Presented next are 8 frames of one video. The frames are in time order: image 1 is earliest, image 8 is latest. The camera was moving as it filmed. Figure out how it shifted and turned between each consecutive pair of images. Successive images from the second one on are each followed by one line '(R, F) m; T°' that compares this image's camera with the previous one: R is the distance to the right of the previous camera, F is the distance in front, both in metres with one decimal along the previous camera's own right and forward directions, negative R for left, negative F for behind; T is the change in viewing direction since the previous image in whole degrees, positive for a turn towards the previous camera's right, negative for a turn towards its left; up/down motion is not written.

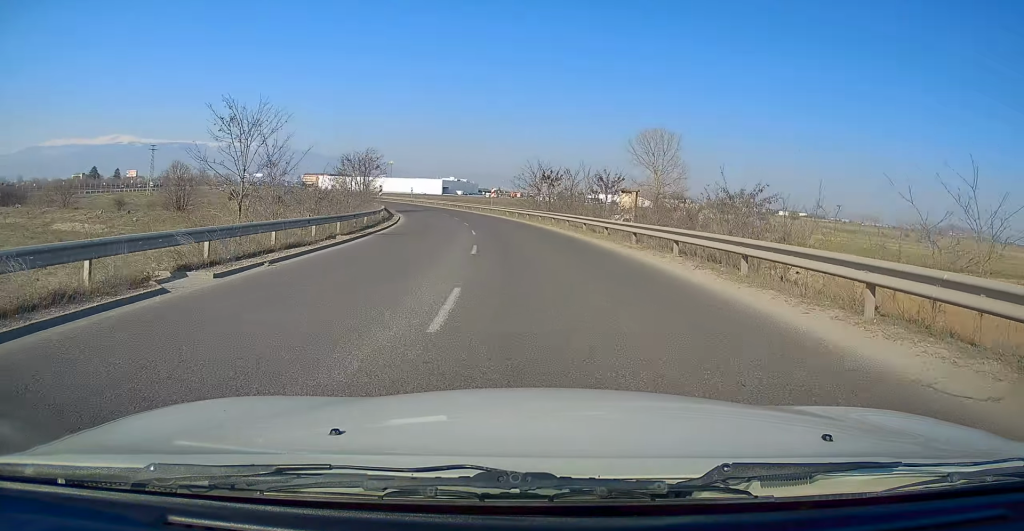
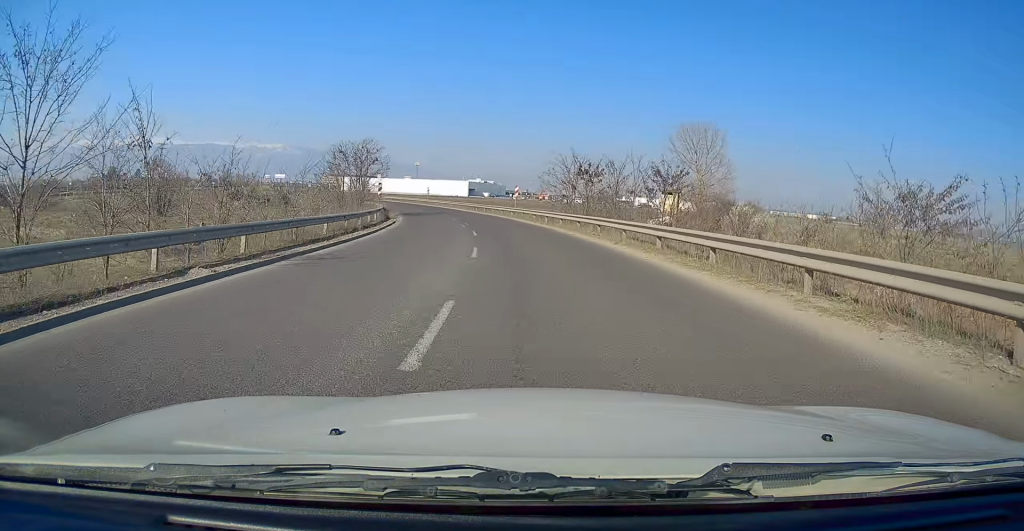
(-0.1, +10.3) m; -3°
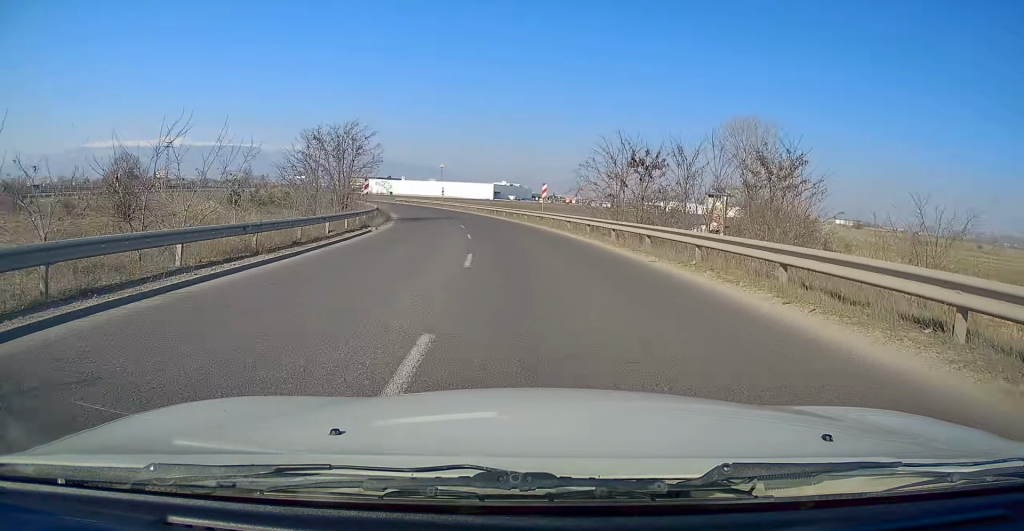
(-0.4, +11.0) m; -3°
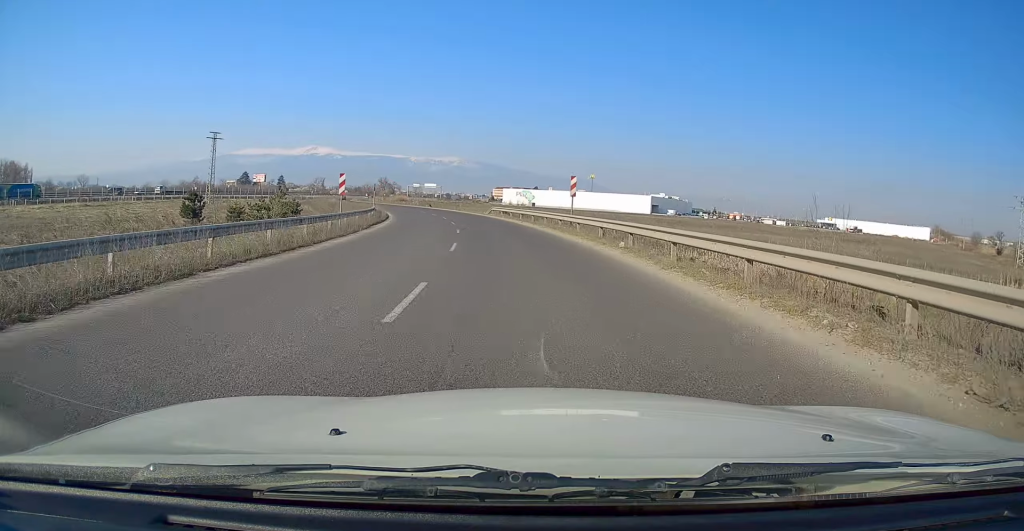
(-5.3, +50.4) m; -12°
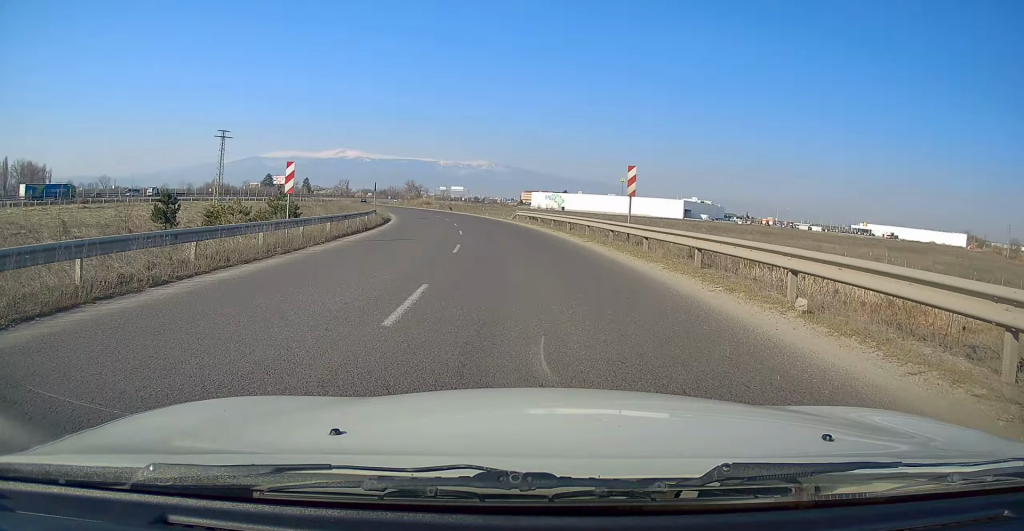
(-0.2, +9.1) m; -2°
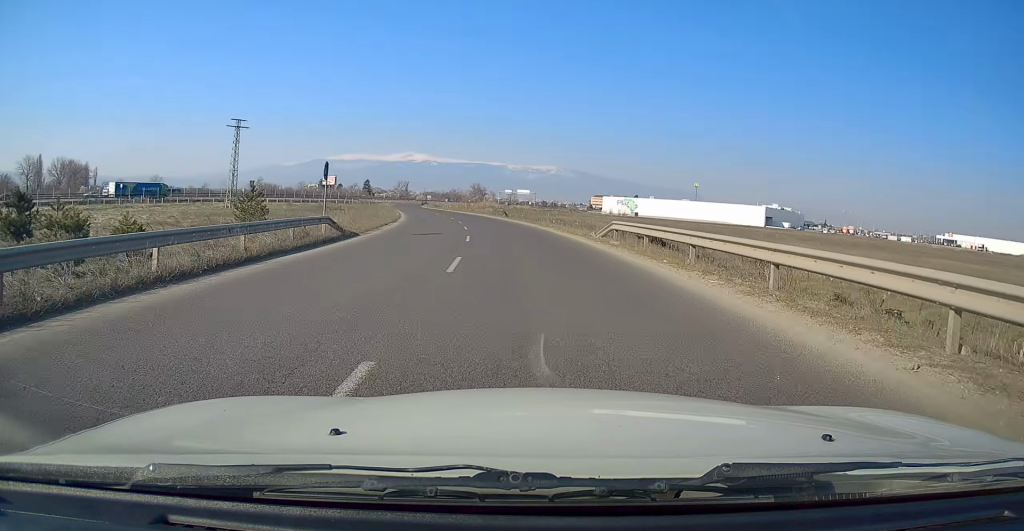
(-1.0, +22.4) m; -5°
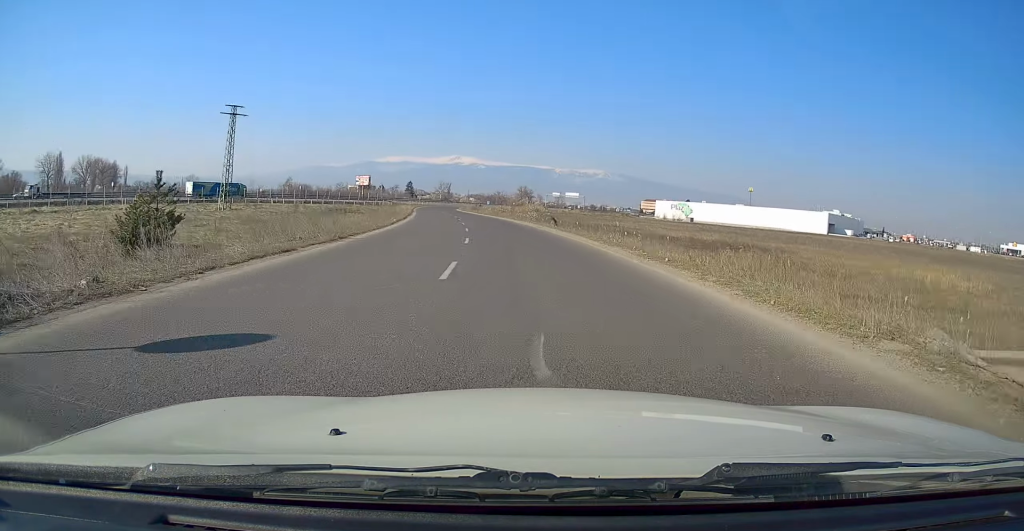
(-0.6, +18.9) m; -5°
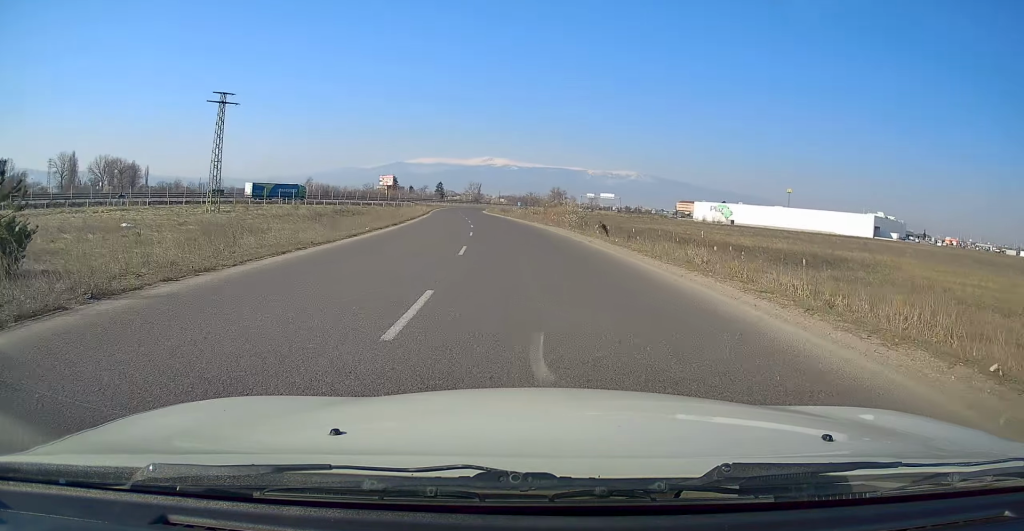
(-0.5, +13.3) m; -4°
